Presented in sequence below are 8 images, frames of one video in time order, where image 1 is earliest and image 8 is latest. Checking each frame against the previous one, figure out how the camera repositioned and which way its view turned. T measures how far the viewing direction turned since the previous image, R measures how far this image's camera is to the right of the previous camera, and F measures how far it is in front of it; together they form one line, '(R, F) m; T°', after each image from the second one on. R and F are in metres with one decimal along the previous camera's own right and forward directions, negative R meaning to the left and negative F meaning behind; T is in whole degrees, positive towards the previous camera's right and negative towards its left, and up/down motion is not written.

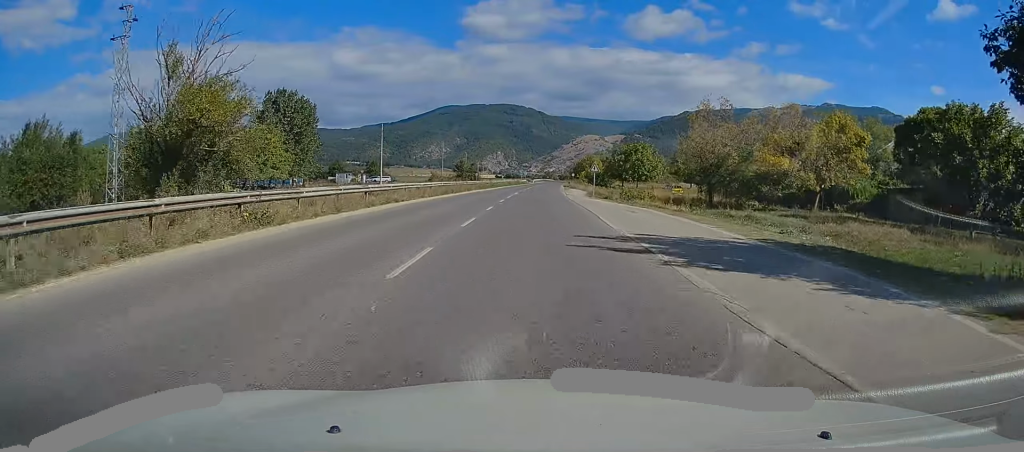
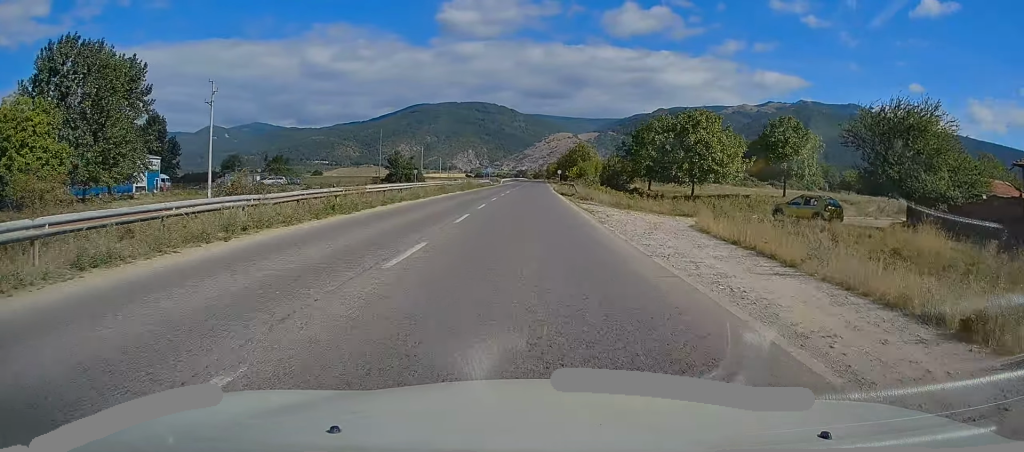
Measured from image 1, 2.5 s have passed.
(+1.2, +52.4) m; +2°
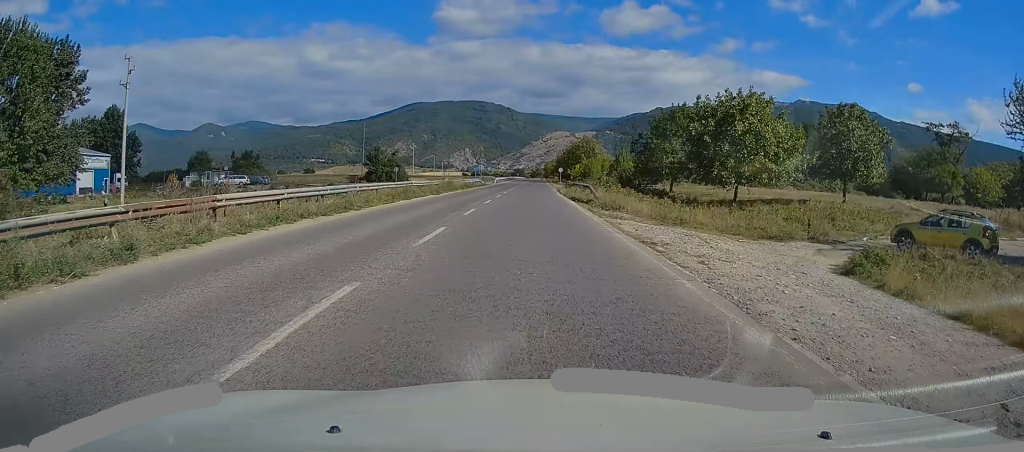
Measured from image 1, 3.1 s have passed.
(+0.1, +13.2) m; 0°
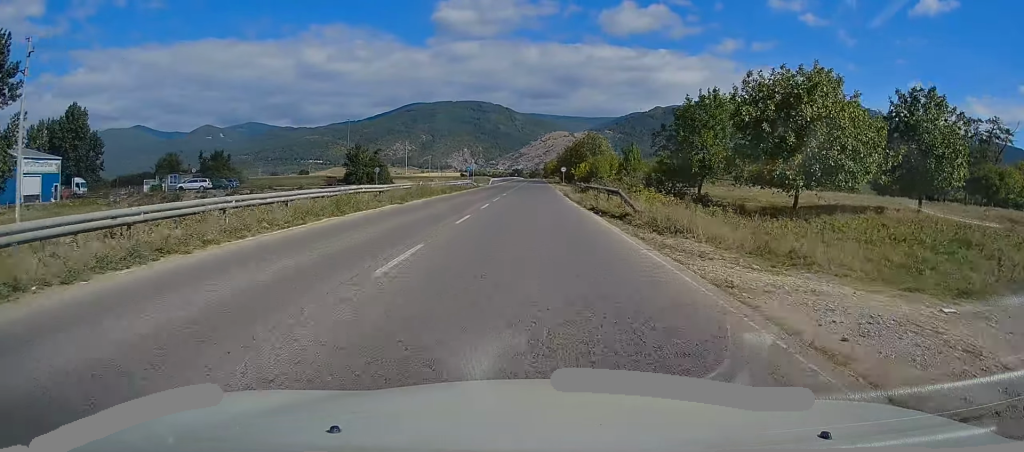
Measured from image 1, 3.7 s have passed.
(+0.1, +11.1) m; 0°
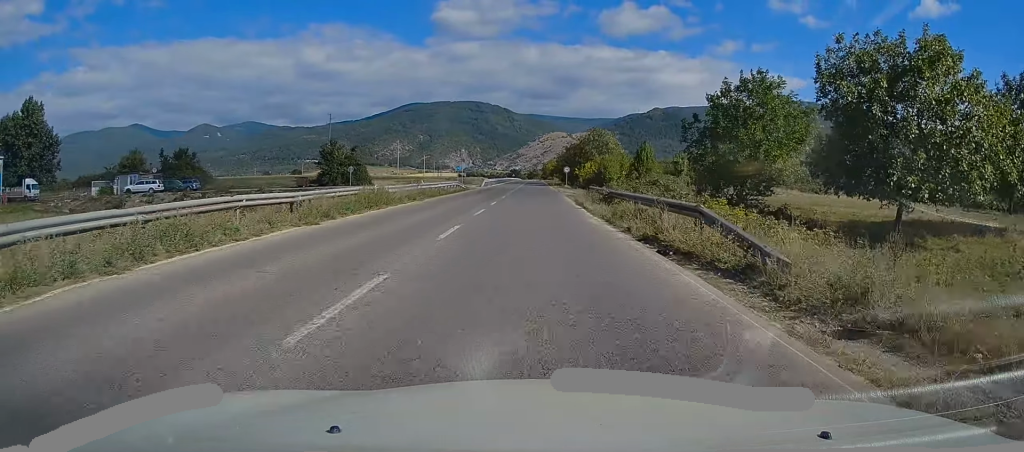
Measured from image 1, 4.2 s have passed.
(-0.2, +11.0) m; 0°
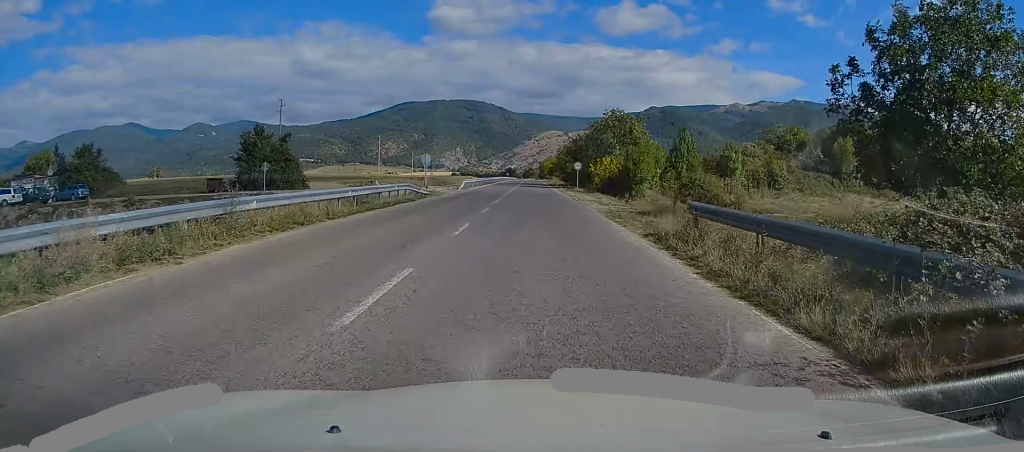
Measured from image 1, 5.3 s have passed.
(0.0, +22.0) m; +1°
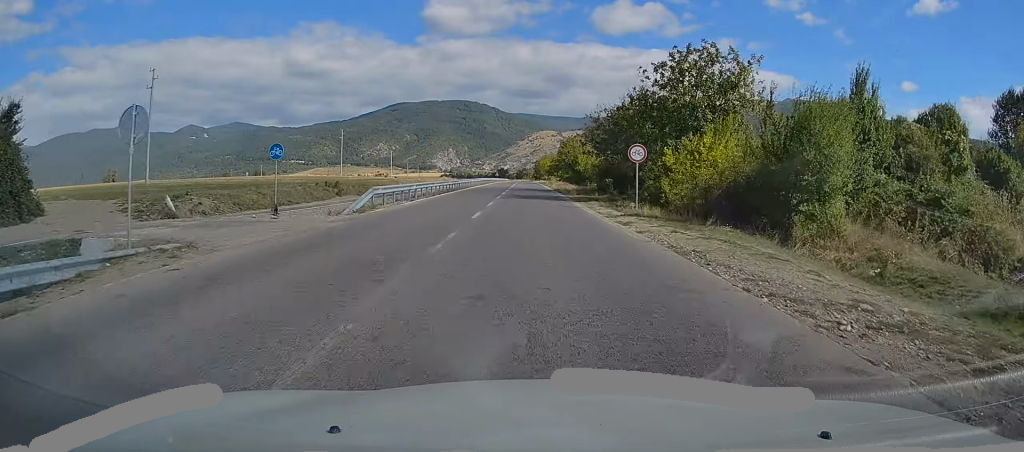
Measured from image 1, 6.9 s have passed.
(+0.3, +33.1) m; +1°
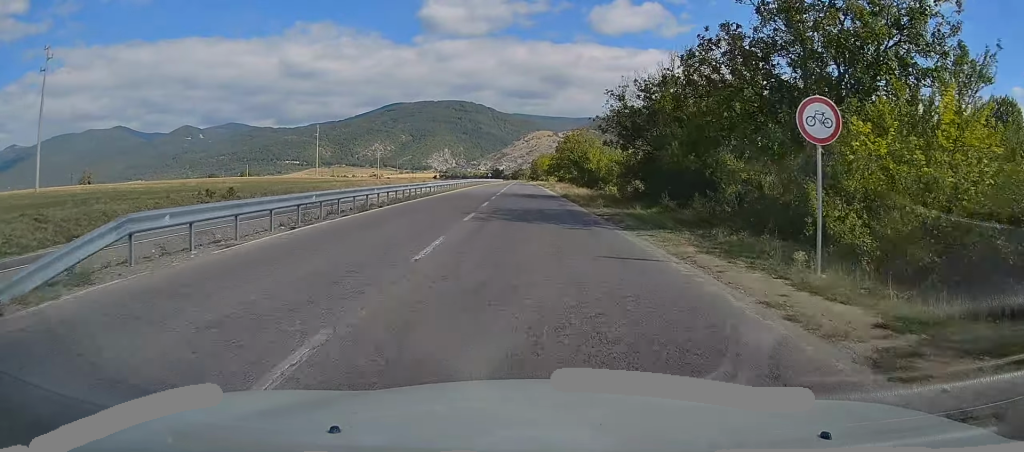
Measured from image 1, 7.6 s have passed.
(+0.2, +15.8) m; 0°
